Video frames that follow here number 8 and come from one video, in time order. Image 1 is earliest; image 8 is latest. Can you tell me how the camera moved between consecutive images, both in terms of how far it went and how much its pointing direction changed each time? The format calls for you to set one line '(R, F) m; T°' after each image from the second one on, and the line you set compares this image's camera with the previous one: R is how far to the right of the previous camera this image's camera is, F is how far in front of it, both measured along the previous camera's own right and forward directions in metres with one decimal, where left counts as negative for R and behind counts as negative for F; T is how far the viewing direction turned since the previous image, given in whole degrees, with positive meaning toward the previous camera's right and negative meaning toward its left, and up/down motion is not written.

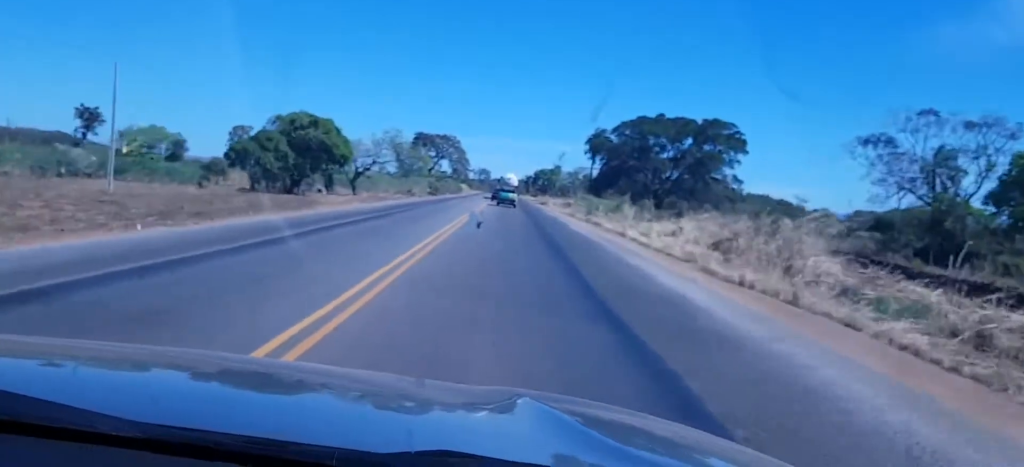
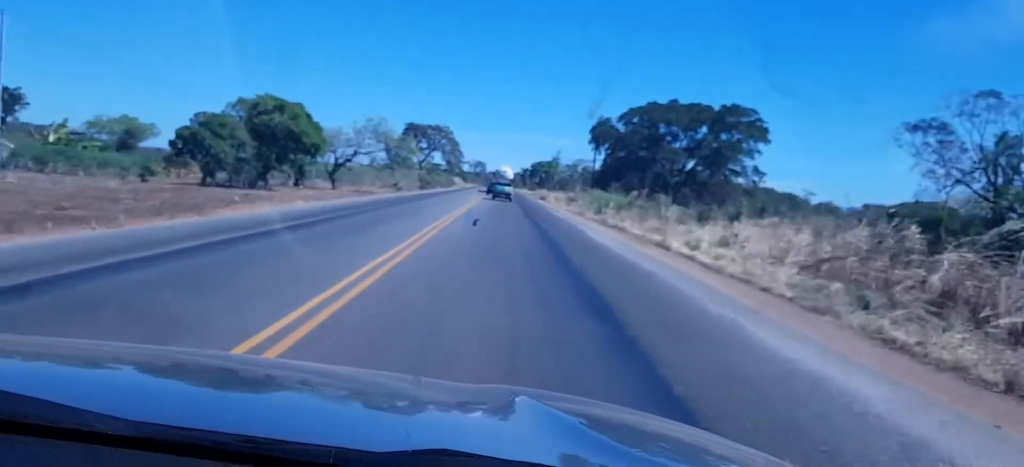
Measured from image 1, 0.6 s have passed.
(-0.1, +15.1) m; +1°
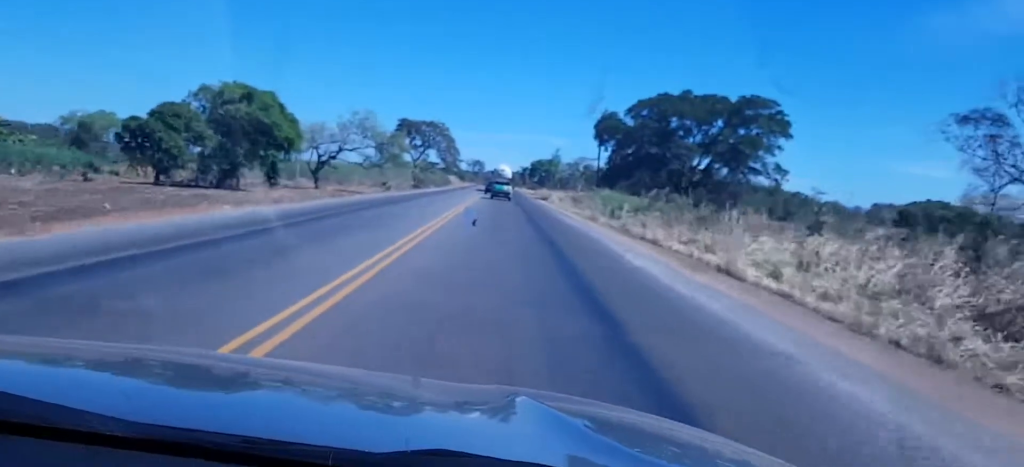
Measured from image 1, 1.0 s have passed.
(+0.2, +11.4) m; 0°
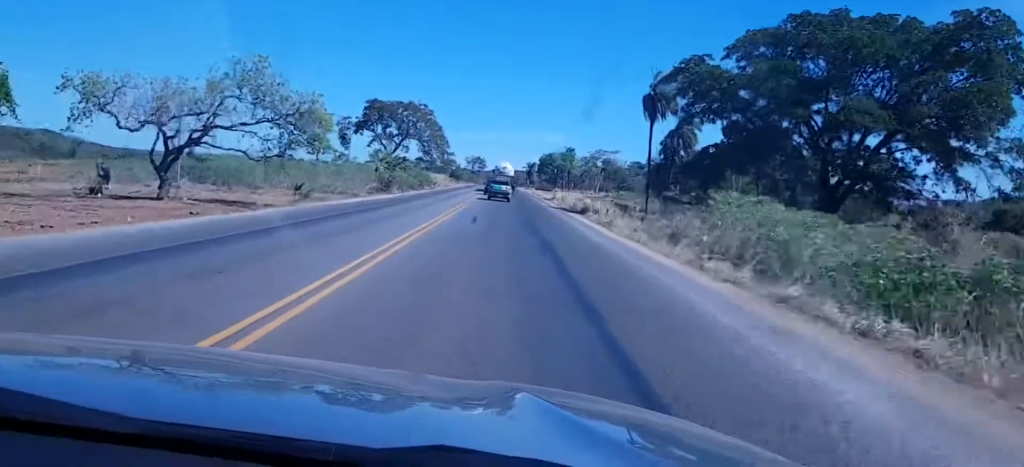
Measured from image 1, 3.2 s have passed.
(0.0, +54.7) m; -1°
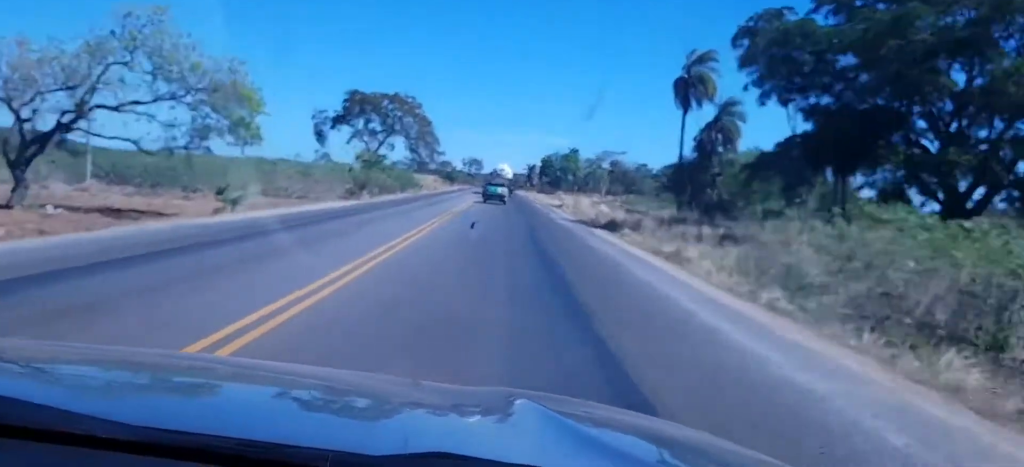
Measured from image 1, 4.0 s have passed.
(-0.1, +18.3) m; 0°
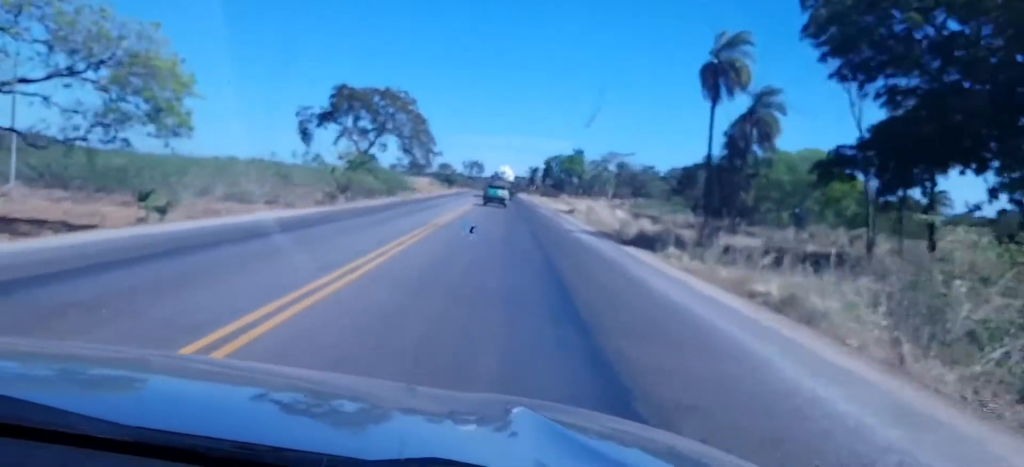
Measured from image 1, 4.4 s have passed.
(+0.1, +11.4) m; 0°
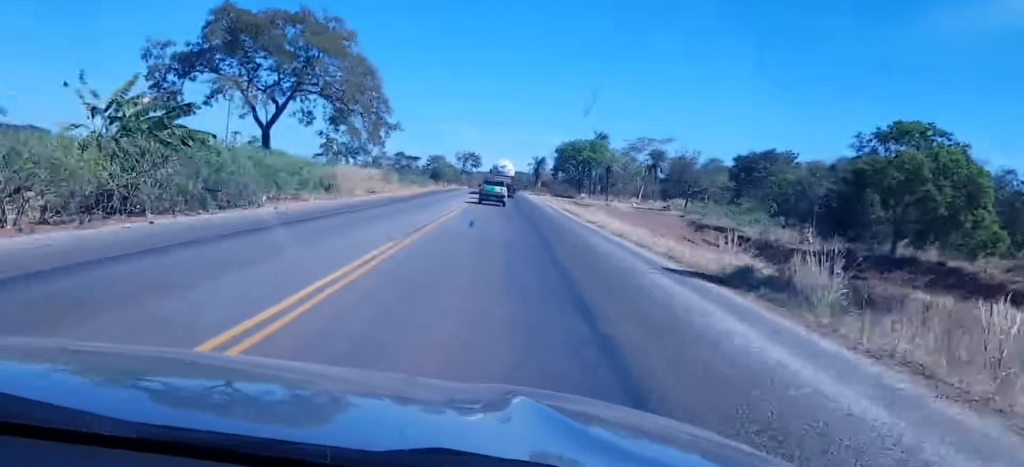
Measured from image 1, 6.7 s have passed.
(+0.2, +53.0) m; 0°
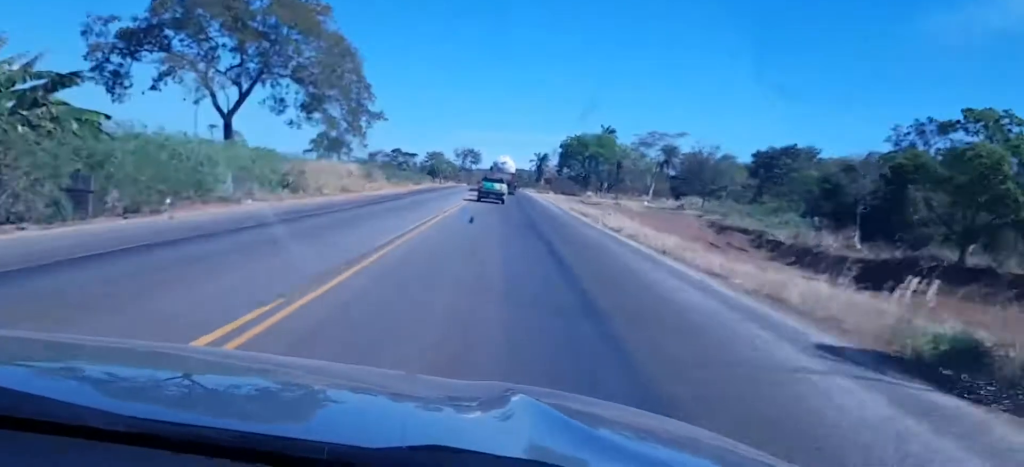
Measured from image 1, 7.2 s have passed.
(-0.1, +9.8) m; -1°
